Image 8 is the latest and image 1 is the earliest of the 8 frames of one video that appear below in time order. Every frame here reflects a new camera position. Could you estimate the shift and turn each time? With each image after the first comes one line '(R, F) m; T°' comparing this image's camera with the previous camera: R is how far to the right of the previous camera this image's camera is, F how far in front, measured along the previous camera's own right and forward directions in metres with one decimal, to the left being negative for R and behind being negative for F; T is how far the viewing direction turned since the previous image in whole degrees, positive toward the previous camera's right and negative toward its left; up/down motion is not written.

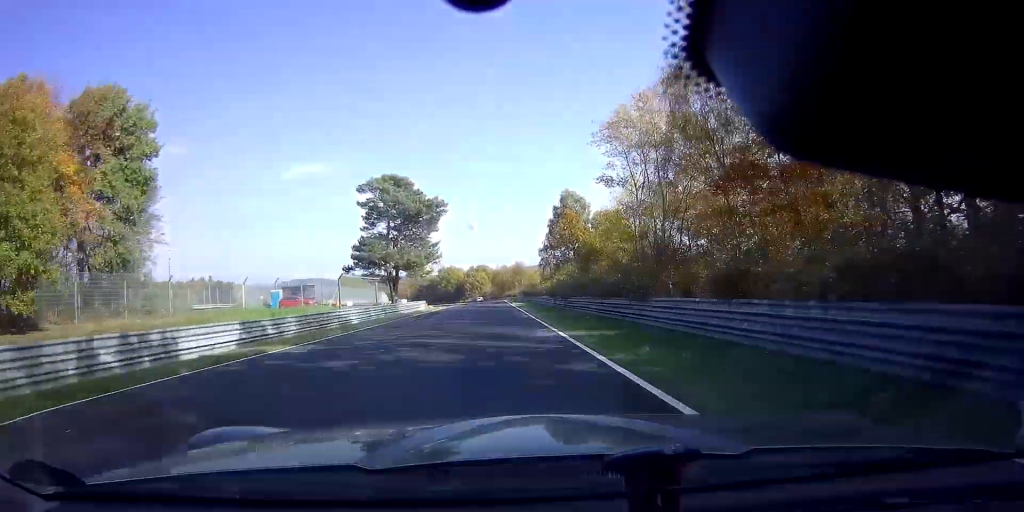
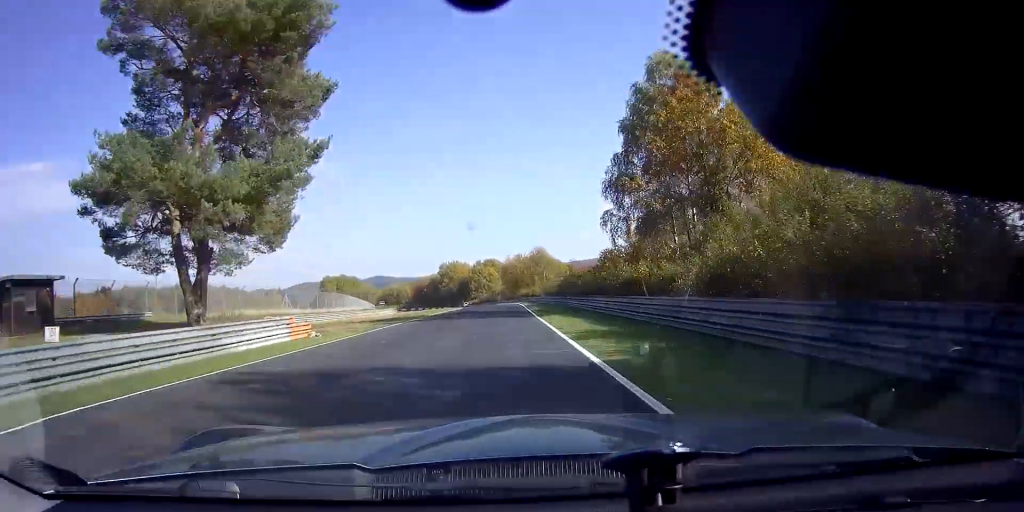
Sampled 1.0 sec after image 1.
(+0.1, +42.6) m; -1°
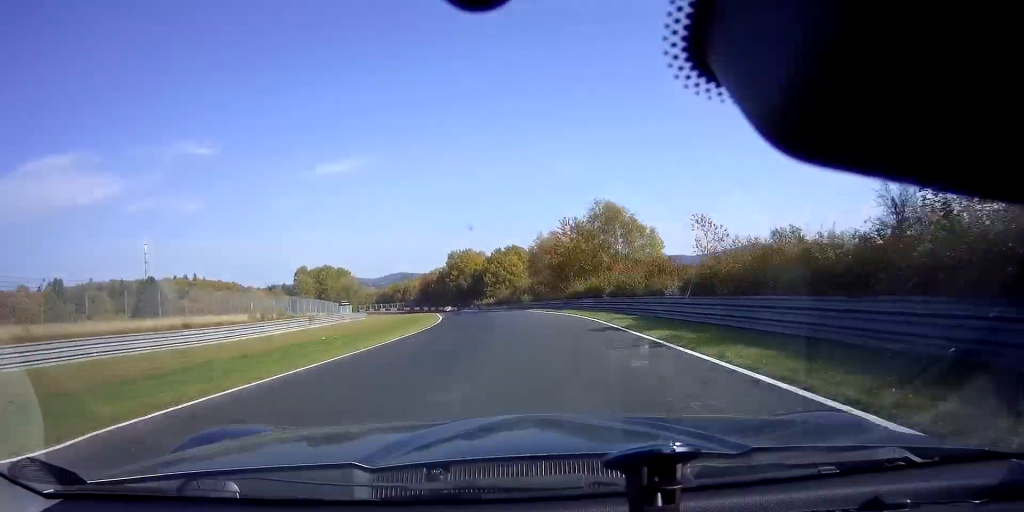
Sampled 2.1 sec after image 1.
(-1.1, +49.3) m; -3°
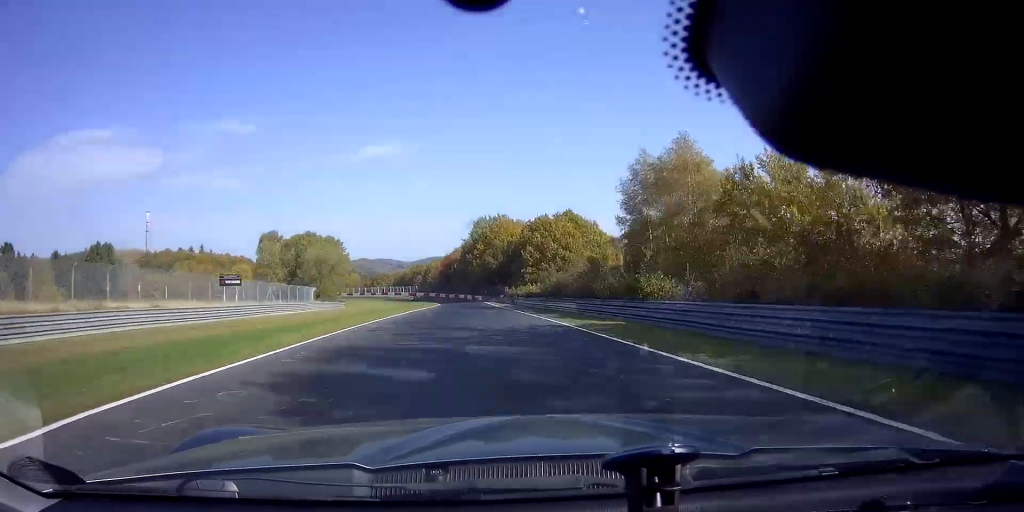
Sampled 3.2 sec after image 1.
(-1.5, +48.6) m; -4°
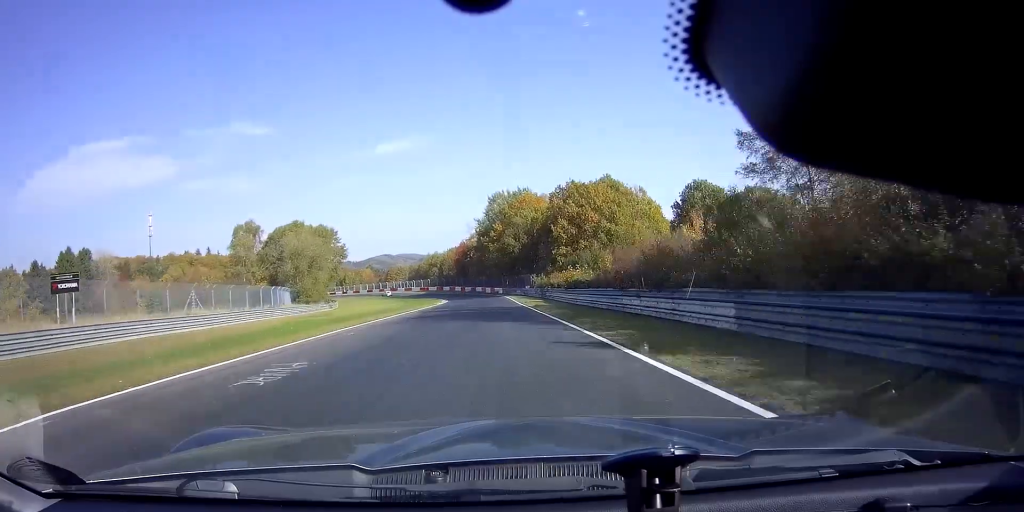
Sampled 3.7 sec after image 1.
(0.0, +21.6) m; -2°
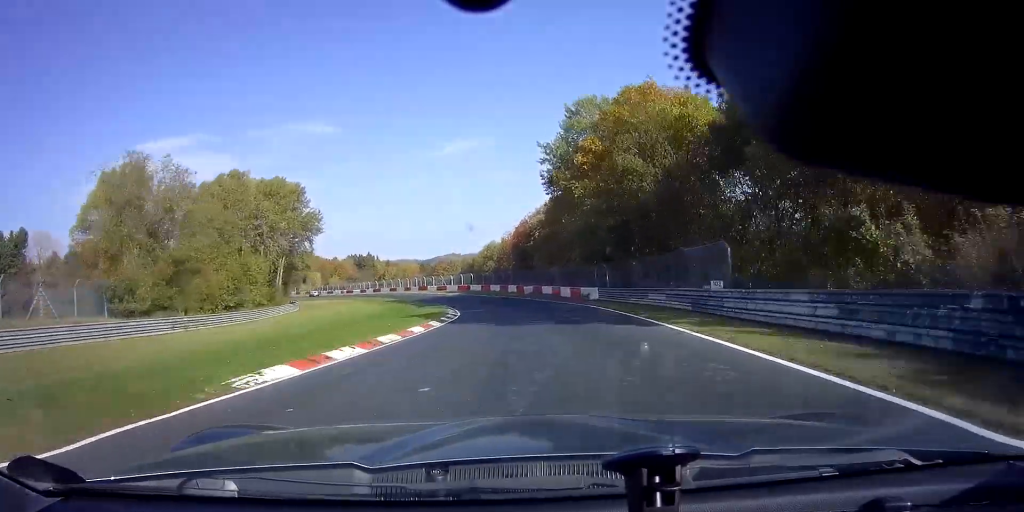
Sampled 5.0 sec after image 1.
(-3.8, +52.4) m; -9°
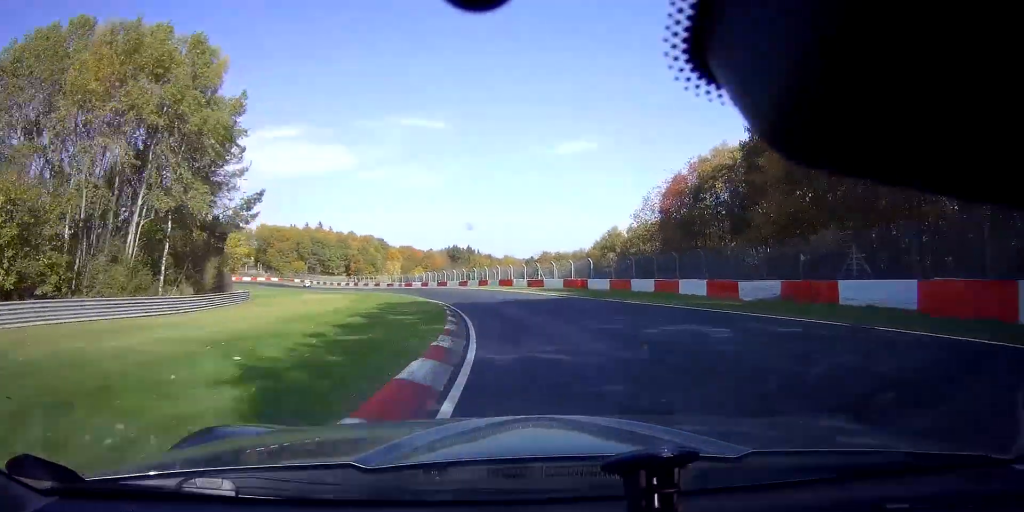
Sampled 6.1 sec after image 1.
(-4.3, +44.9) m; -12°
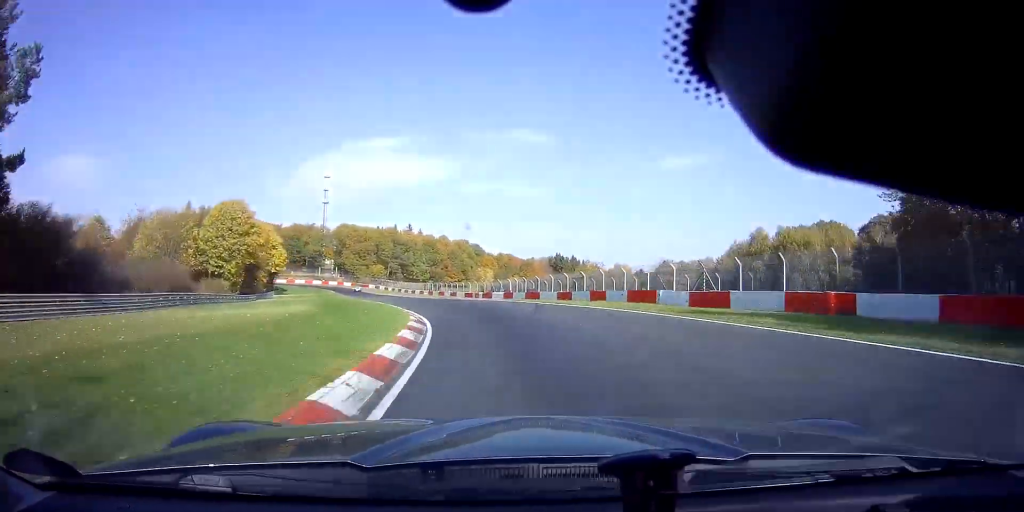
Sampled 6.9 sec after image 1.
(-2.4, +30.0) m; -10°
